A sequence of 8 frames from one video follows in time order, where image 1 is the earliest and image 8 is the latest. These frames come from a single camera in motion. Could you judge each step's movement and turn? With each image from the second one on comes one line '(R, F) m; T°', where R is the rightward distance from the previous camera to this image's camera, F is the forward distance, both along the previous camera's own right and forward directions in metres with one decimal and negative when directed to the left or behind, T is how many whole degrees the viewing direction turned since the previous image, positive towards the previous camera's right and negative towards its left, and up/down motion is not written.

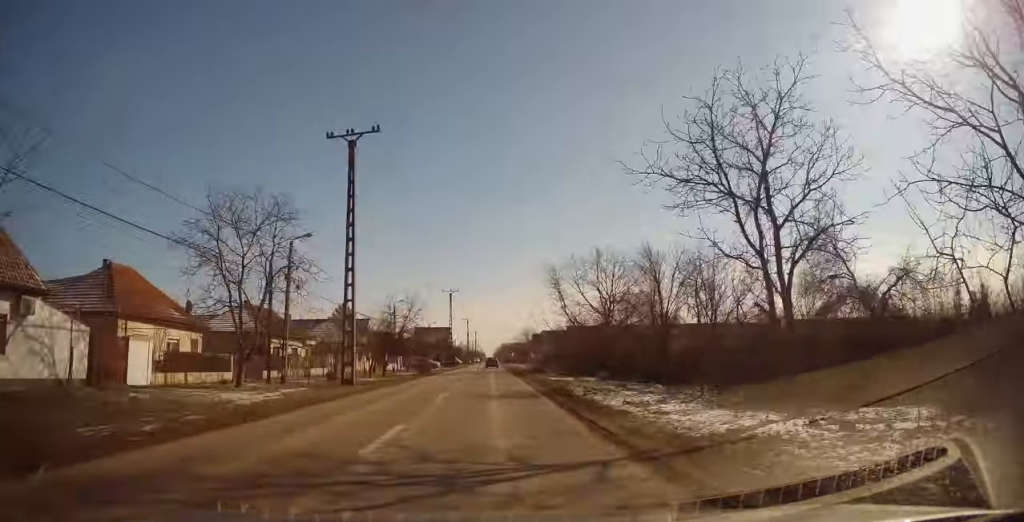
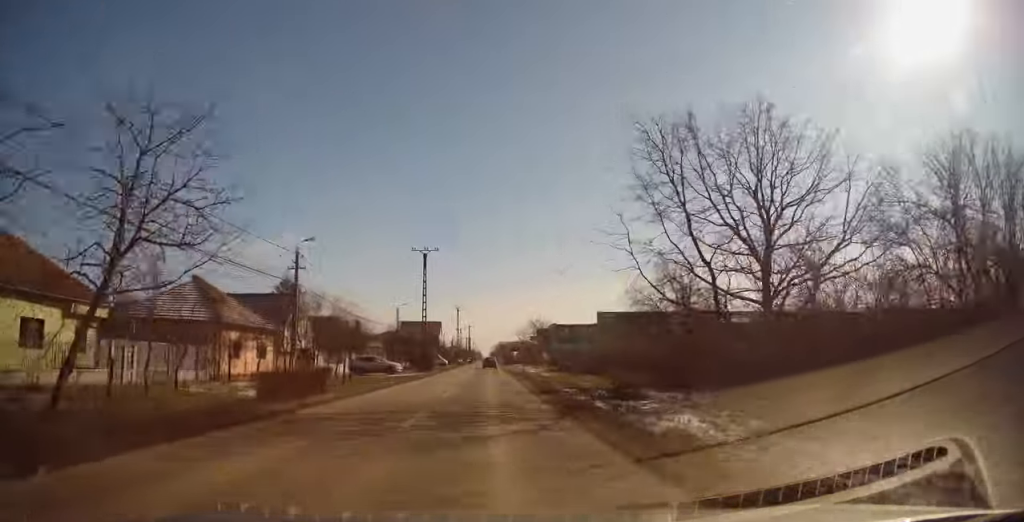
(+0.2, +32.6) m; +1°
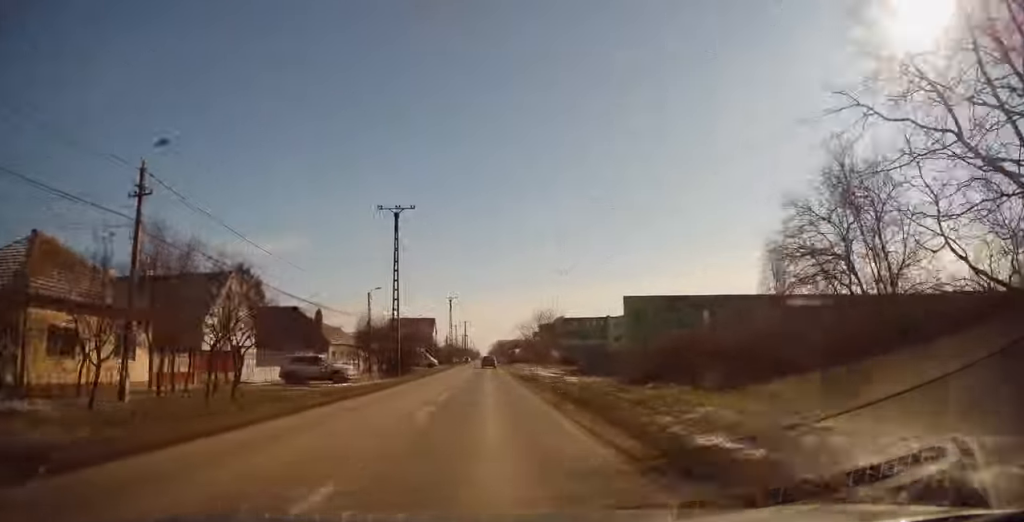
(+0.1, +15.6) m; 0°
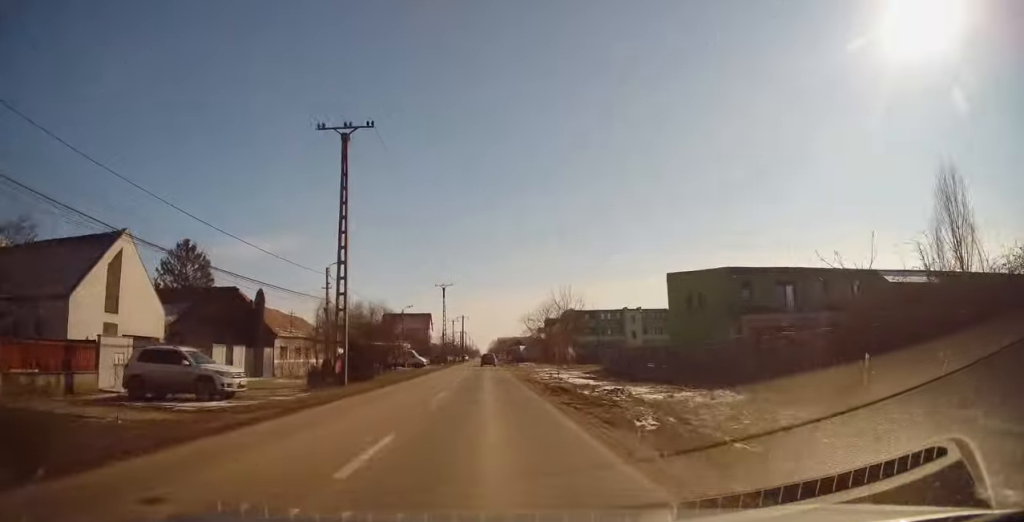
(-0.1, +14.4) m; 0°
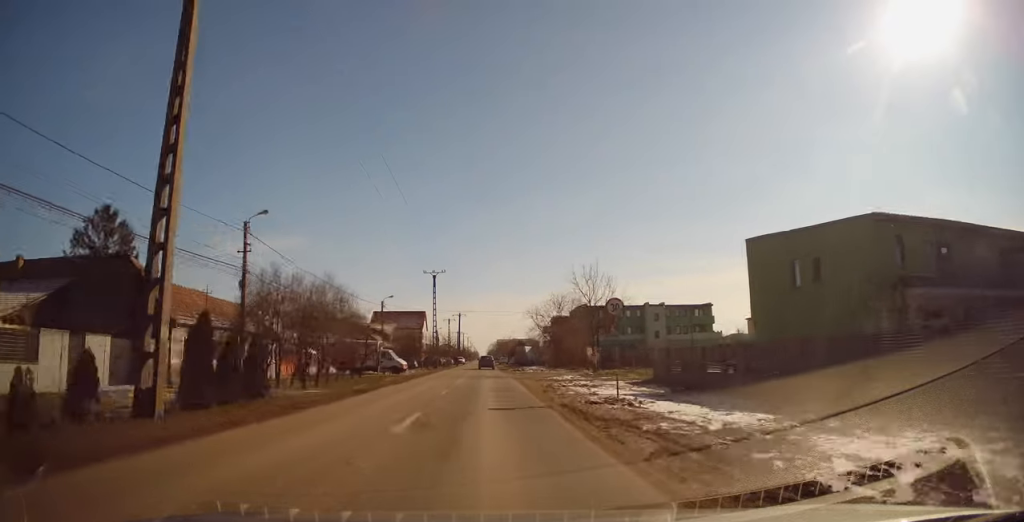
(+0.1, +14.3) m; 0°
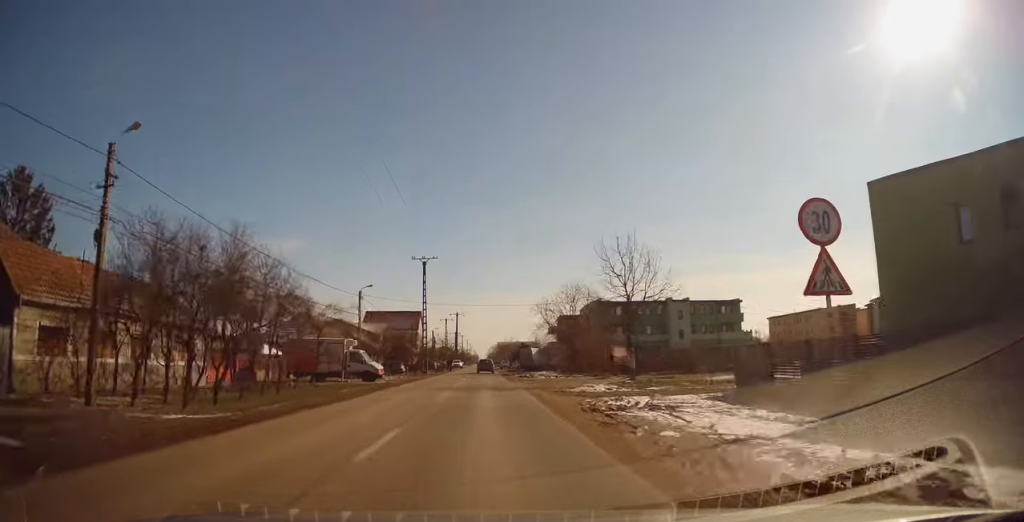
(0.0, +11.1) m; -1°
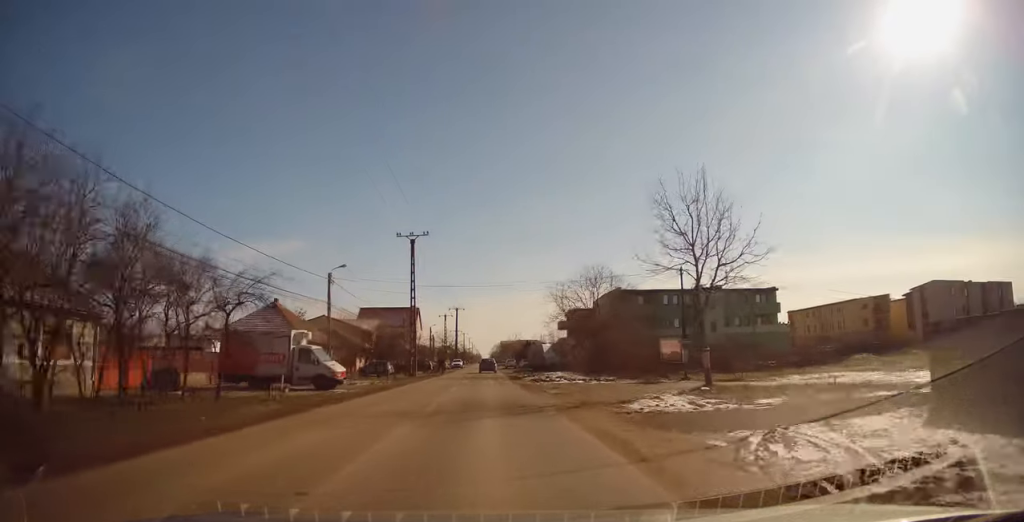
(0.0, +10.5) m; -1°
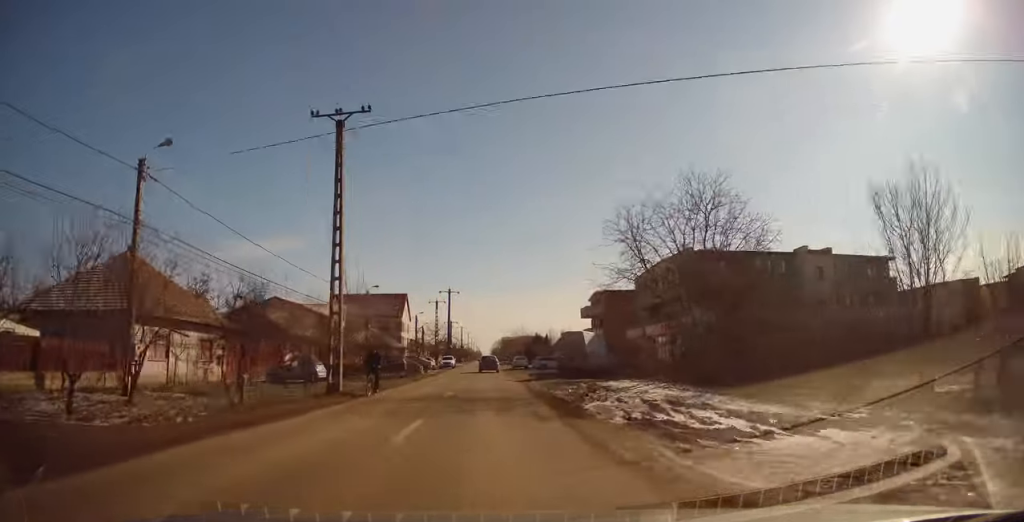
(-0.2, +23.1) m; 0°
